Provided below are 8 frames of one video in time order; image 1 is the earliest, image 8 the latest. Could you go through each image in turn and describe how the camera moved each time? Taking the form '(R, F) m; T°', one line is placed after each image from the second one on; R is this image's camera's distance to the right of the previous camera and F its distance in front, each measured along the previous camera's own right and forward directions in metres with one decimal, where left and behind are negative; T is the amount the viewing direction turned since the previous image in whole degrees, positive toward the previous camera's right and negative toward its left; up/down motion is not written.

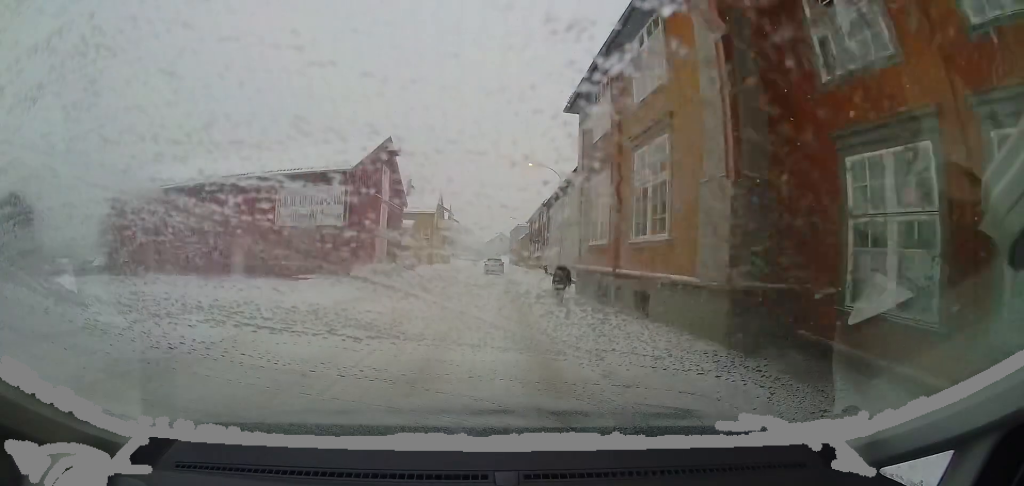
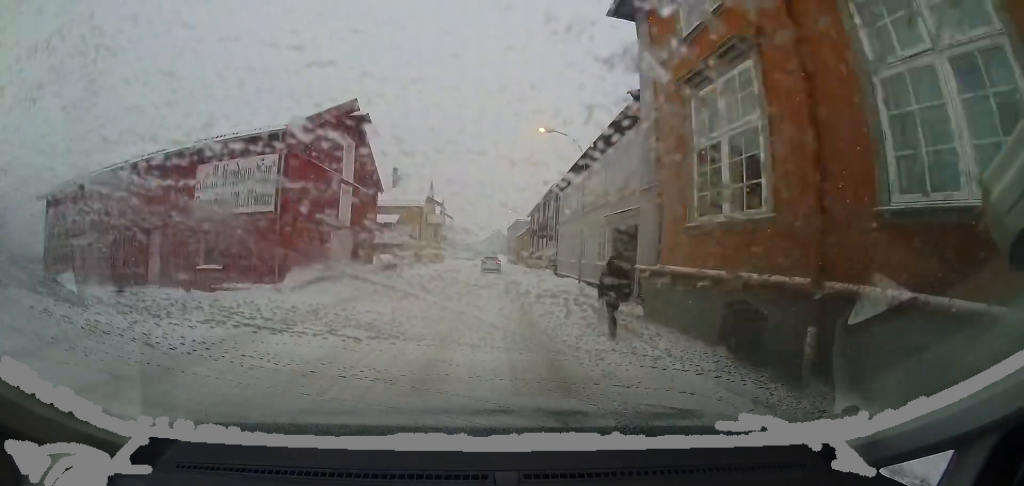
(+0.1, +5.4) m; +1°
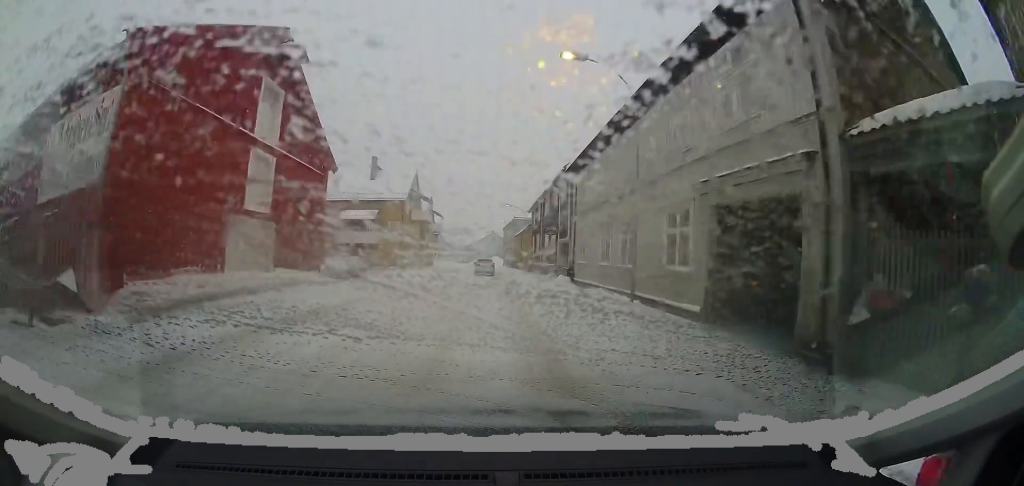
(0.0, +6.3) m; +2°
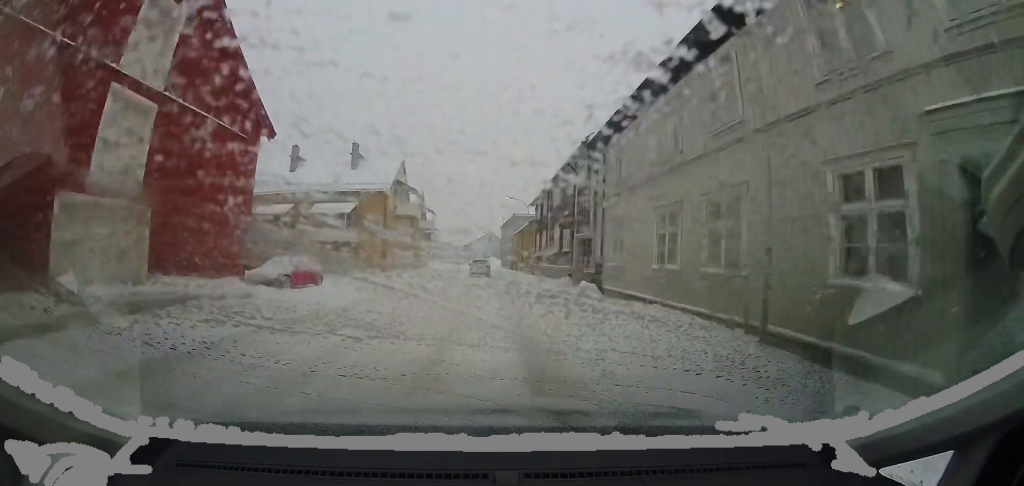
(+0.2, +5.0) m; +2°
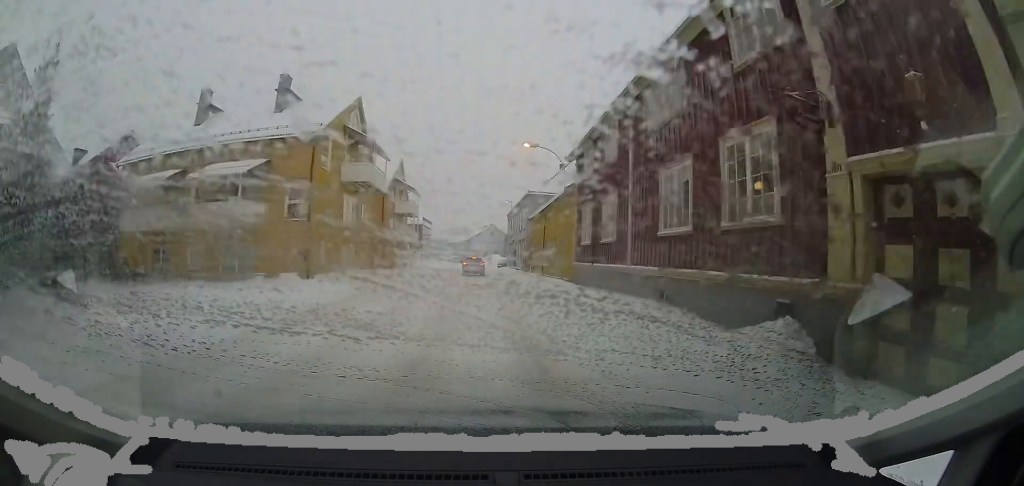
(+0.7, +14.0) m; +3°
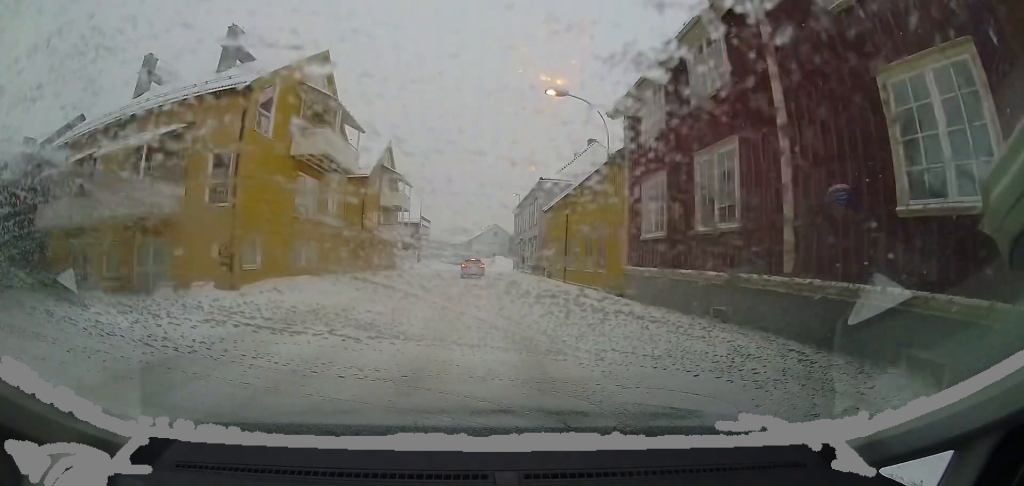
(0.0, +6.3) m; -1°
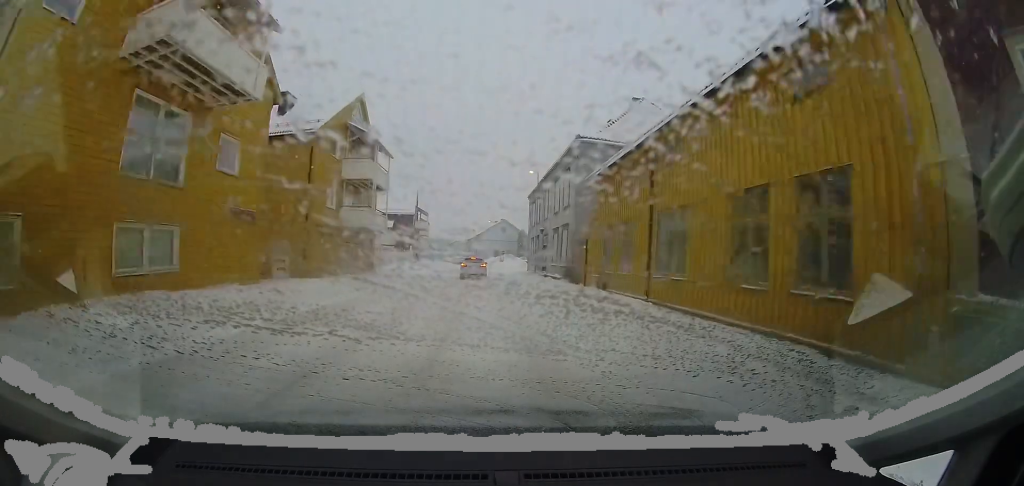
(-0.3, +10.1) m; -4°
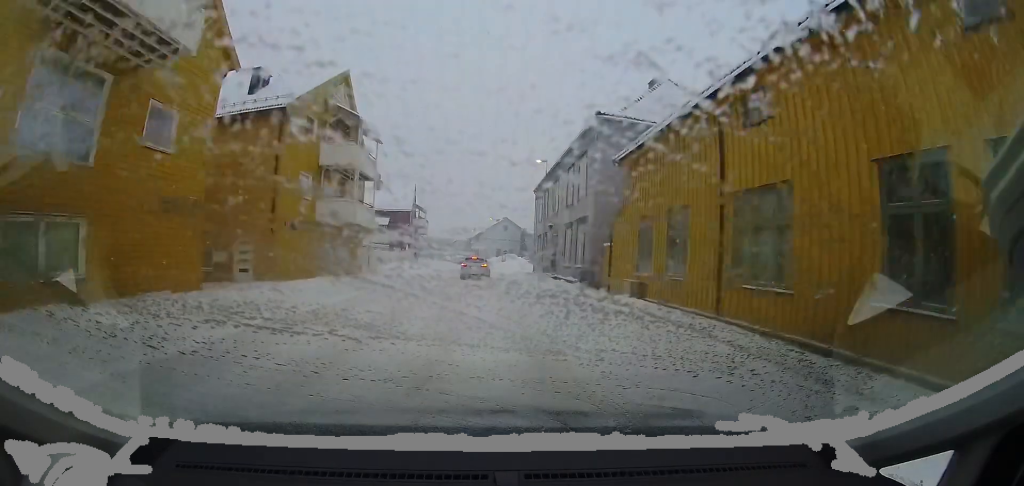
(-0.2, +3.4) m; -1°
